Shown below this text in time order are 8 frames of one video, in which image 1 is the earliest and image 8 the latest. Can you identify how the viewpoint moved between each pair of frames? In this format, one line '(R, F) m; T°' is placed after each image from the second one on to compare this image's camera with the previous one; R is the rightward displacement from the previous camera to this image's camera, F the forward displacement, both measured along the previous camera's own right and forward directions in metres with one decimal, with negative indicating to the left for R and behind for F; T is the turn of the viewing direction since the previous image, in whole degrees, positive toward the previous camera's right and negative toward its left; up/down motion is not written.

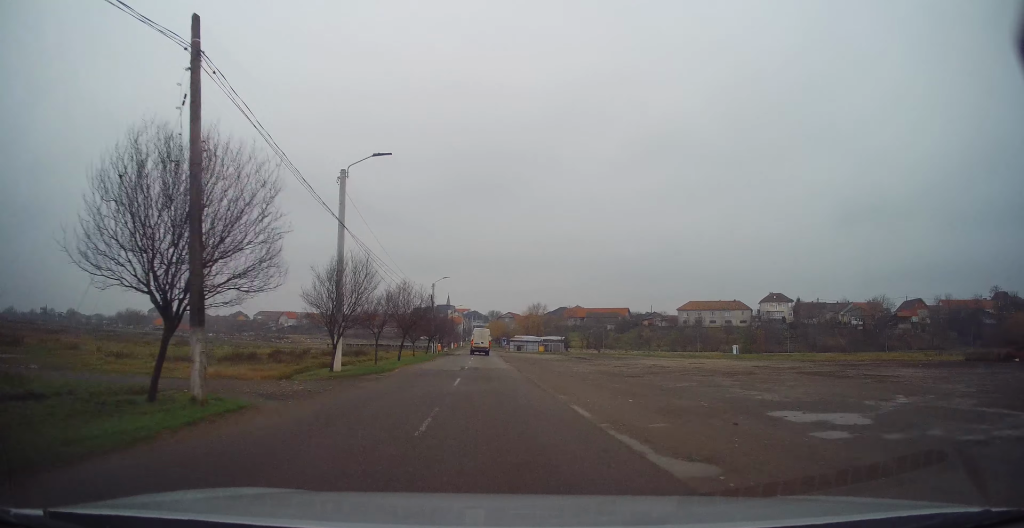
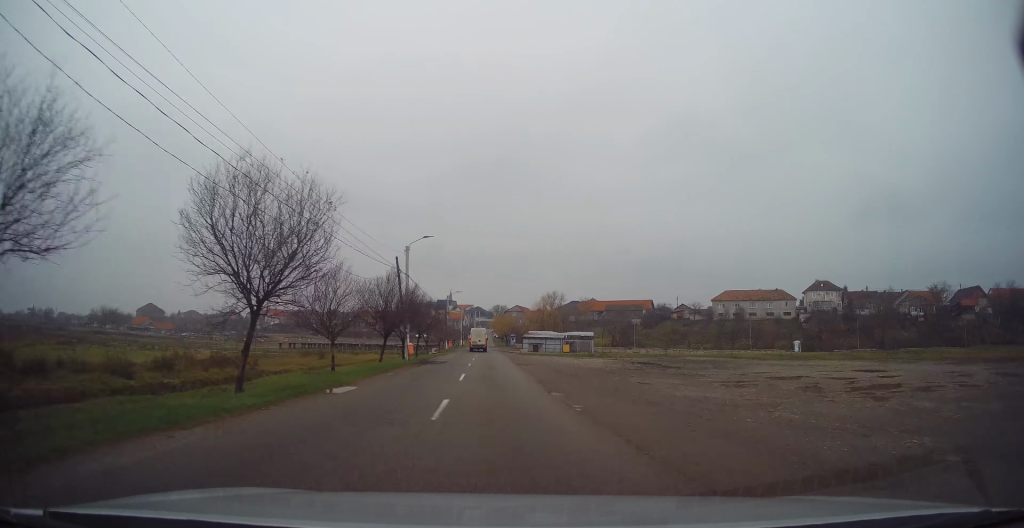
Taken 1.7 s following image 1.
(0.0, +24.6) m; 0°
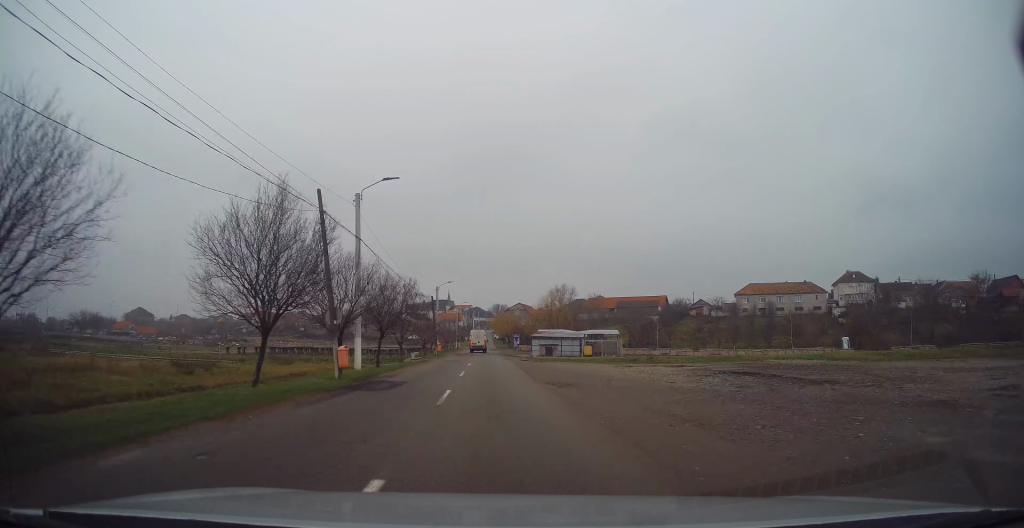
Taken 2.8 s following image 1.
(0.0, +15.1) m; 0°
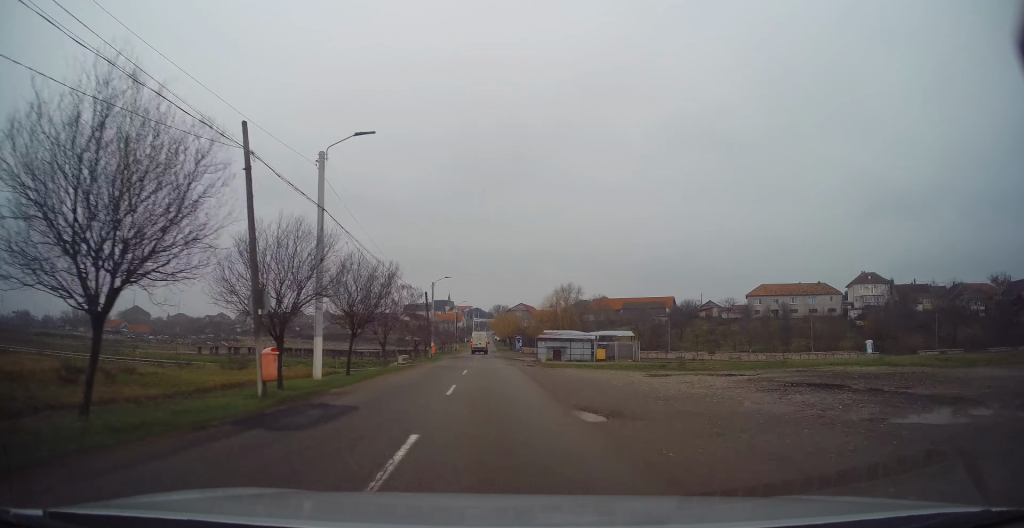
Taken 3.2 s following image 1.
(0.0, +6.3) m; 0°
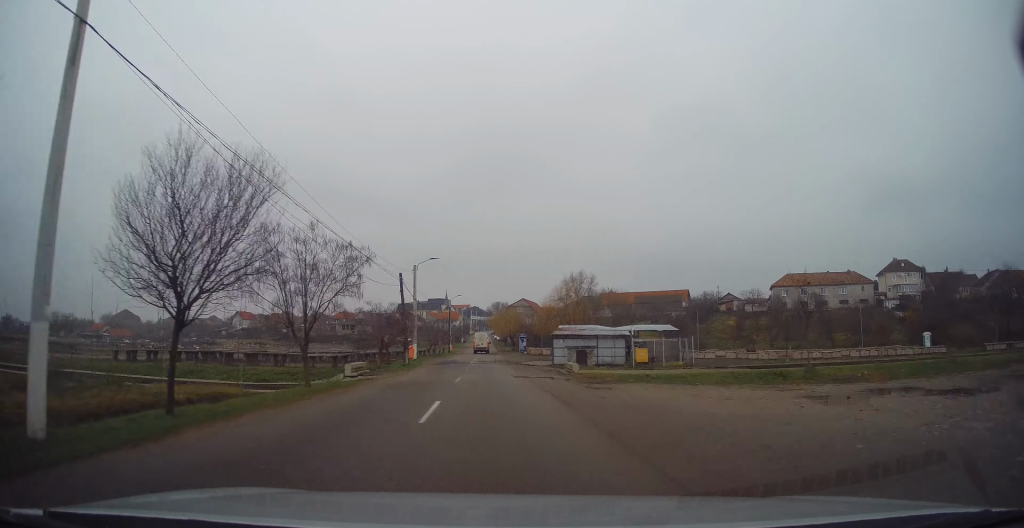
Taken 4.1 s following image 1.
(0.0, +12.8) m; -1°
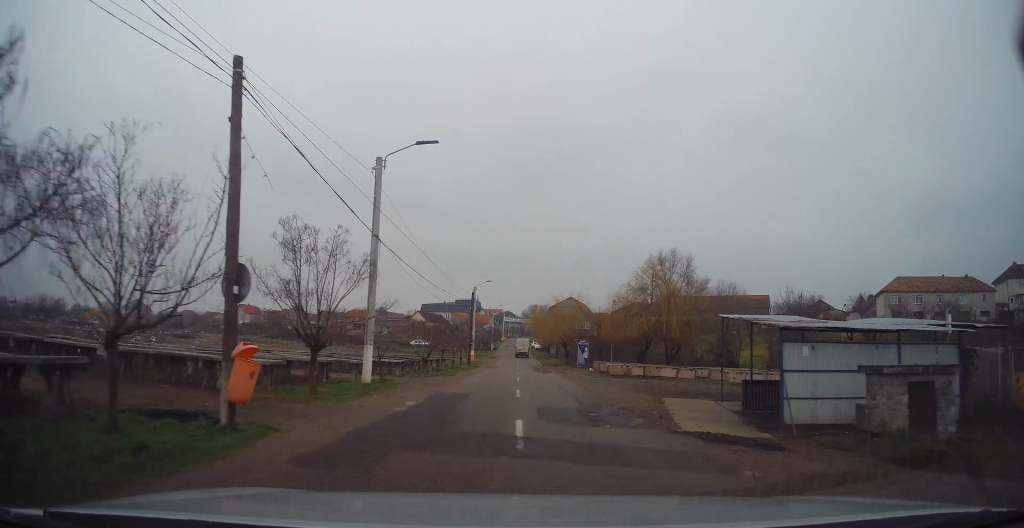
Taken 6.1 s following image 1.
(-0.5, +27.1) m; -1°
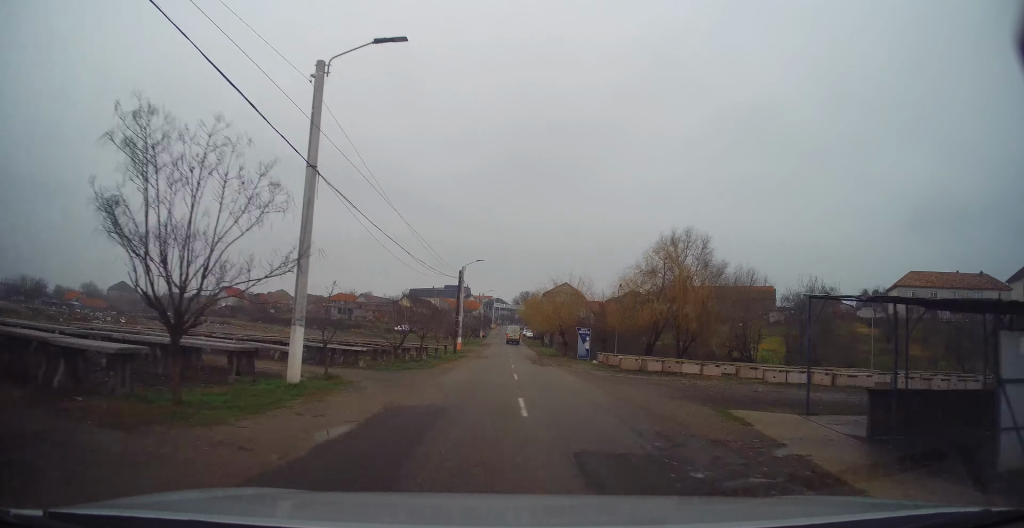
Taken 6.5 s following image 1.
(0.0, +6.1) m; 0°
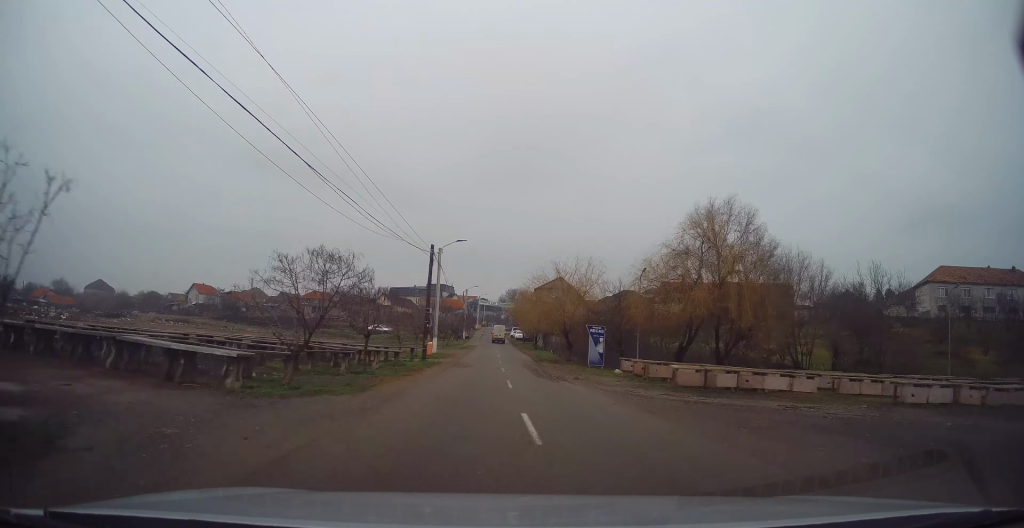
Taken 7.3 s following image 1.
(+0.1, +11.5) m; +1°
